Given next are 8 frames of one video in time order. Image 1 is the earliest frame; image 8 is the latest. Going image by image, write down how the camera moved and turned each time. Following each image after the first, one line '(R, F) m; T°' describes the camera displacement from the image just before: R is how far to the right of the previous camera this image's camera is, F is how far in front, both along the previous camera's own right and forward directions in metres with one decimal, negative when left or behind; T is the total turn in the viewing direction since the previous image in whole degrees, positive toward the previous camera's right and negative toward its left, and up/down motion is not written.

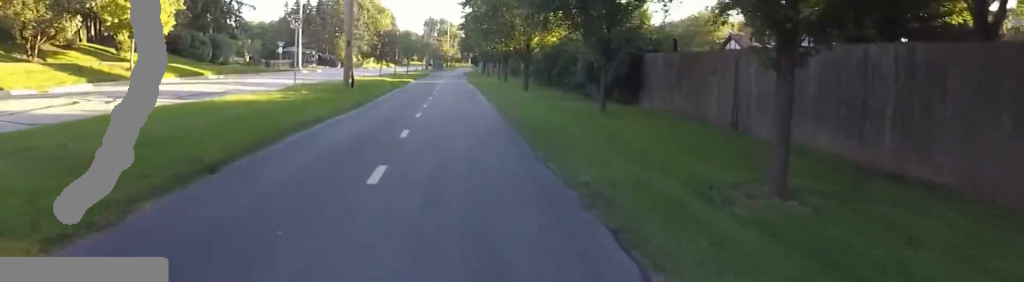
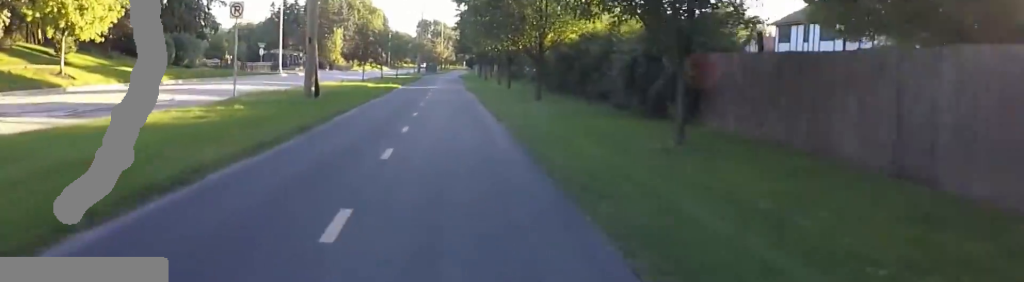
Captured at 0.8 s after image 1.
(+0.4, +5.5) m; +5°
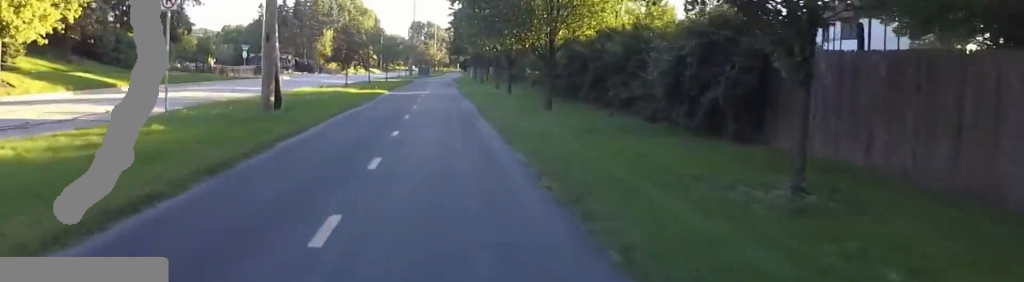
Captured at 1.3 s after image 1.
(0.0, +3.6) m; +1°
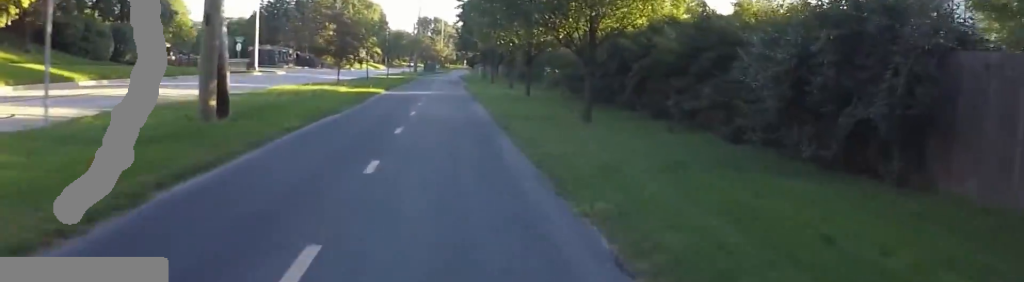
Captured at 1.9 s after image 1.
(+0.1, +4.1) m; 0°
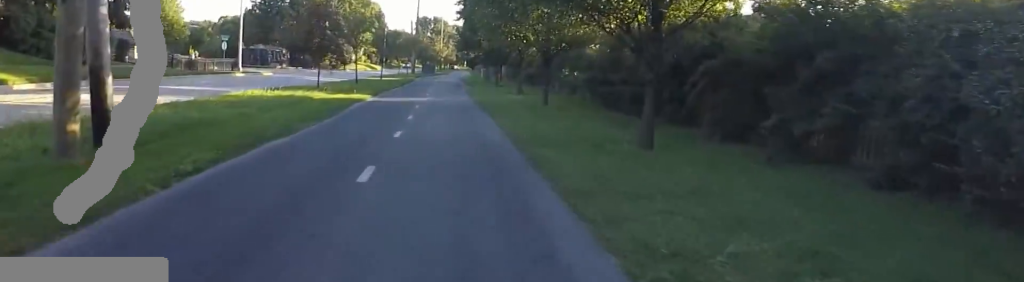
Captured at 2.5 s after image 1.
(+0.2, +4.1) m; -1°
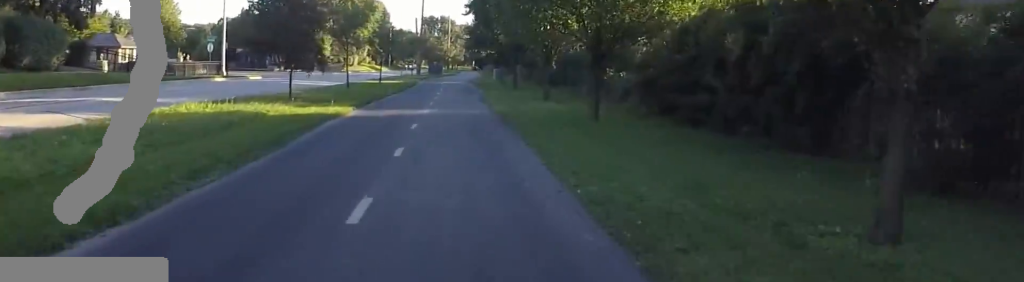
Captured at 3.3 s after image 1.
(-0.3, +5.4) m; -4°
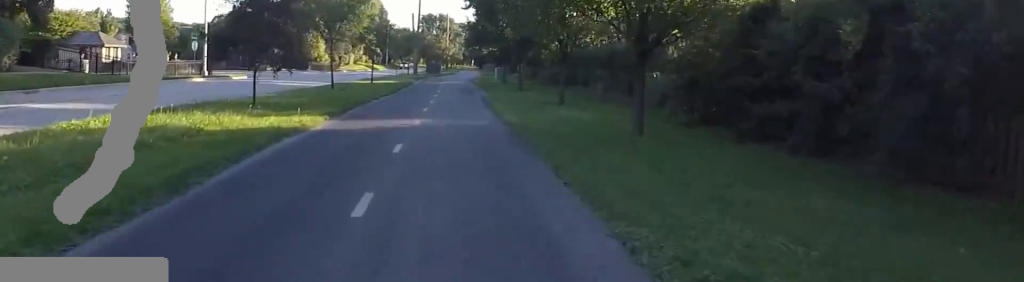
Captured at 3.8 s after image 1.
(-0.1, +3.2) m; 0°
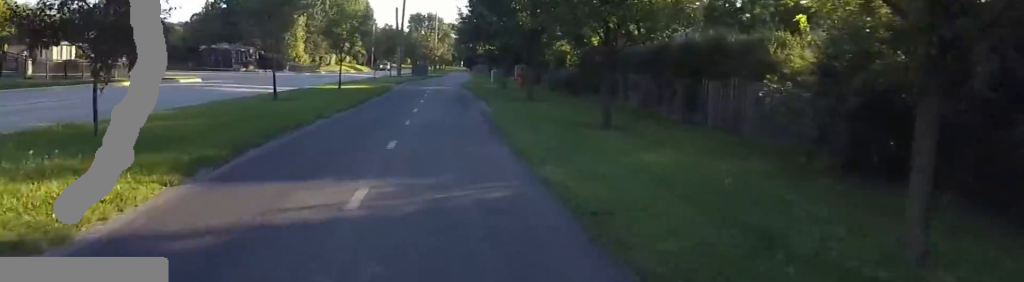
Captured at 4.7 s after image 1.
(-0.1, +6.3) m; +4°
